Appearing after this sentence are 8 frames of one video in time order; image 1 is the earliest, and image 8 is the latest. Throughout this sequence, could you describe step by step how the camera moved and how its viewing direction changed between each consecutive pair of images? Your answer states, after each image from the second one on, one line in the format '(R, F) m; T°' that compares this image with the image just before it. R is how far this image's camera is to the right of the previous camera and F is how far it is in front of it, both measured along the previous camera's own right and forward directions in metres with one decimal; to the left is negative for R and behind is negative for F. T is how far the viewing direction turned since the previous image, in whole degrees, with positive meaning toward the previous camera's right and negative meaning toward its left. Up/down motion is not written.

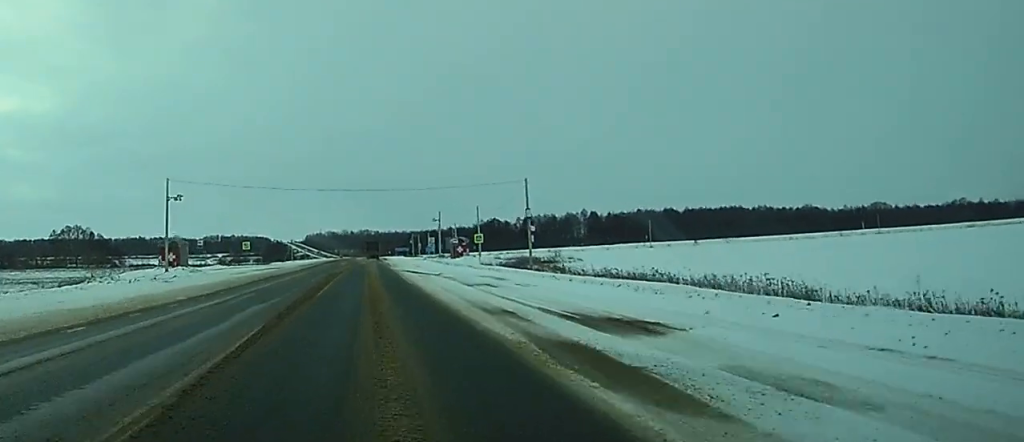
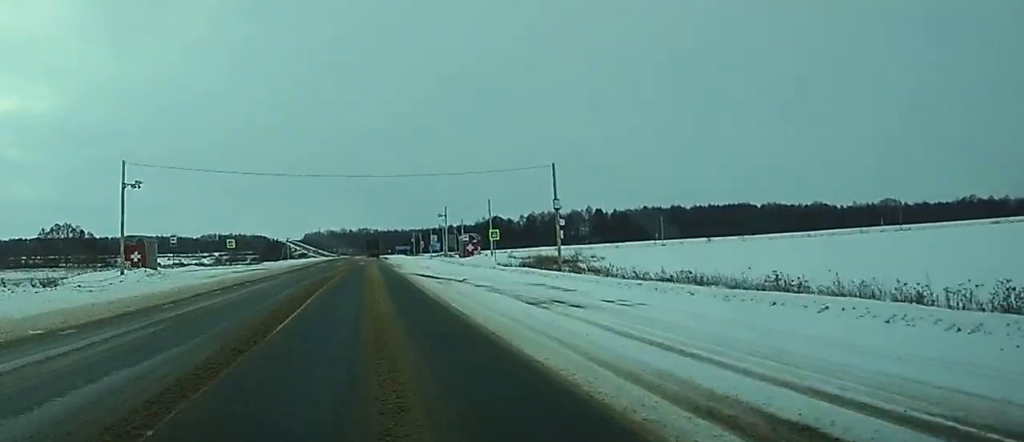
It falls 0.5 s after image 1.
(0.0, +12.3) m; 0°
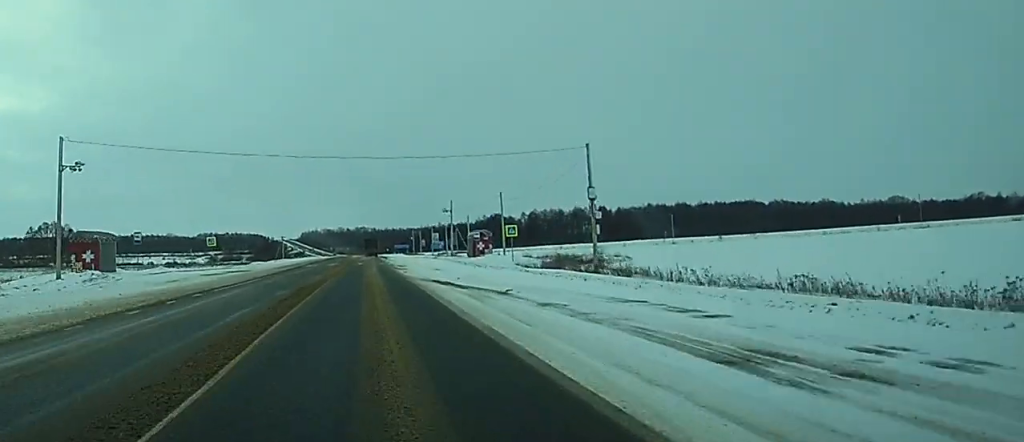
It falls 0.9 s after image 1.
(0.0, +11.4) m; 0°
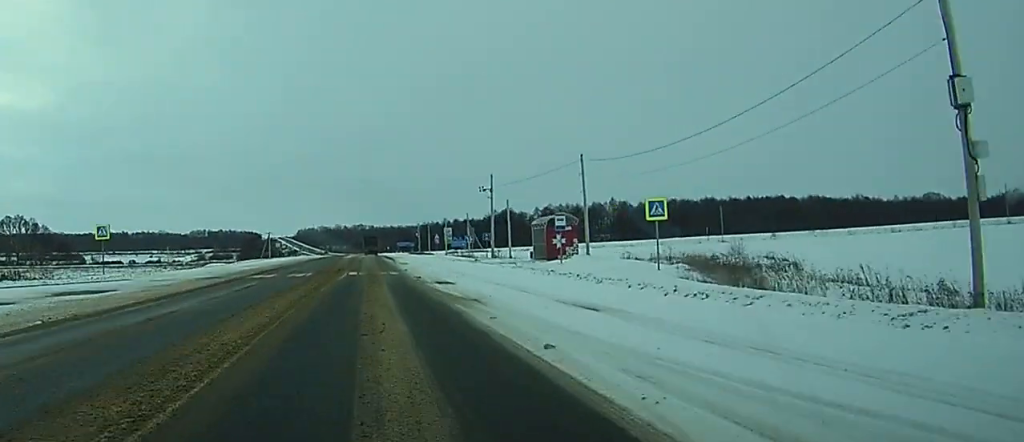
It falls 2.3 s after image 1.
(+0.1, +37.8) m; 0°
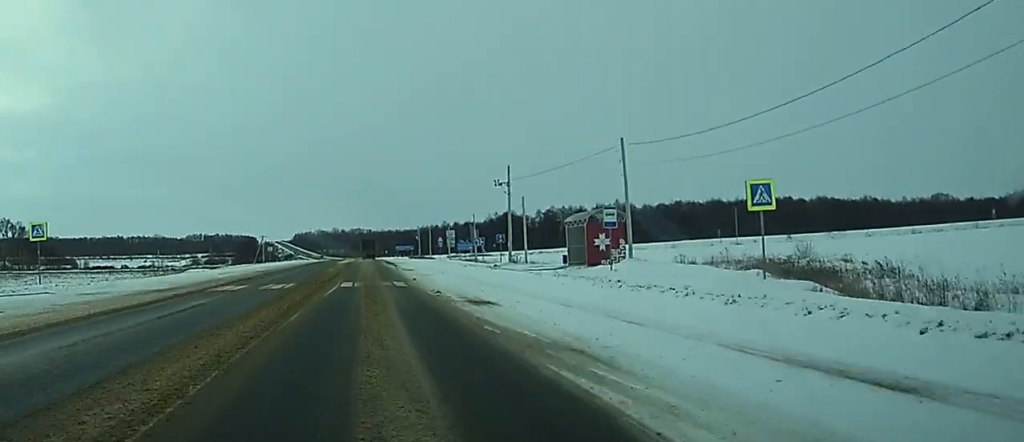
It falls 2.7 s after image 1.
(0.0, +10.5) m; 0°
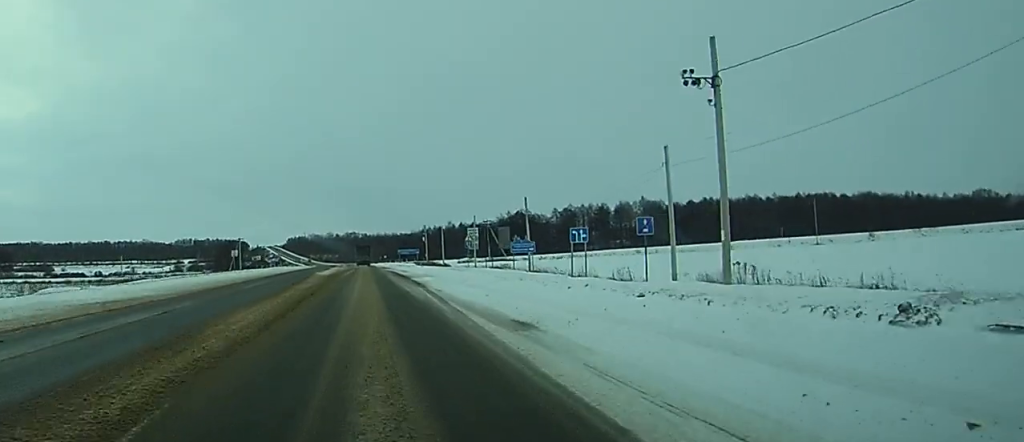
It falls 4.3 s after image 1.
(+0.2, +40.9) m; 0°
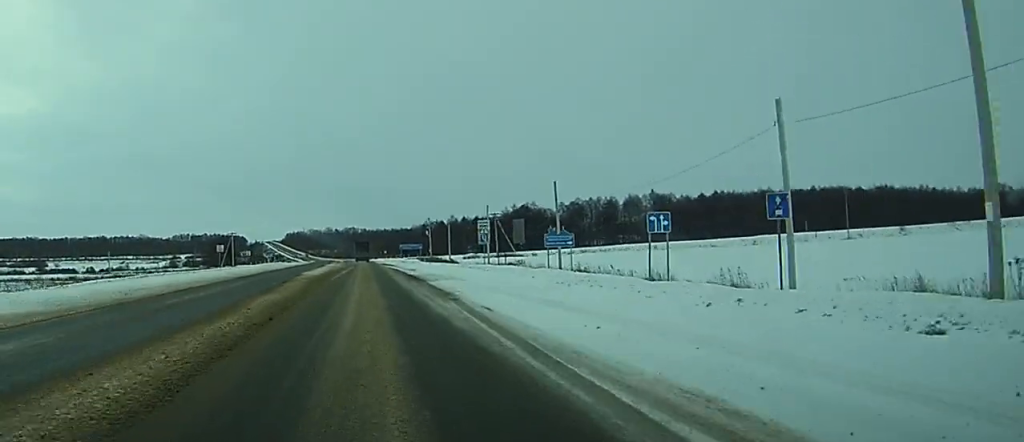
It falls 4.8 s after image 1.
(0.0, +12.1) m; 0°
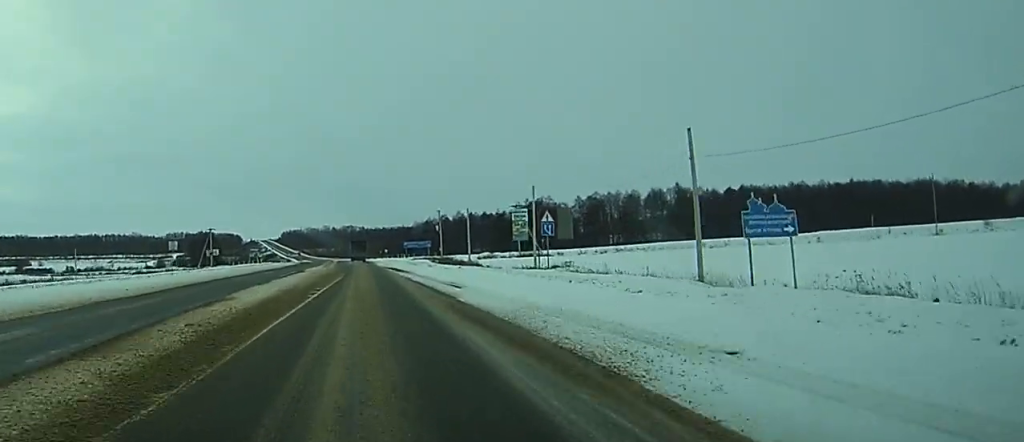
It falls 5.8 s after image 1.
(-0.1, +27.5) m; 0°
